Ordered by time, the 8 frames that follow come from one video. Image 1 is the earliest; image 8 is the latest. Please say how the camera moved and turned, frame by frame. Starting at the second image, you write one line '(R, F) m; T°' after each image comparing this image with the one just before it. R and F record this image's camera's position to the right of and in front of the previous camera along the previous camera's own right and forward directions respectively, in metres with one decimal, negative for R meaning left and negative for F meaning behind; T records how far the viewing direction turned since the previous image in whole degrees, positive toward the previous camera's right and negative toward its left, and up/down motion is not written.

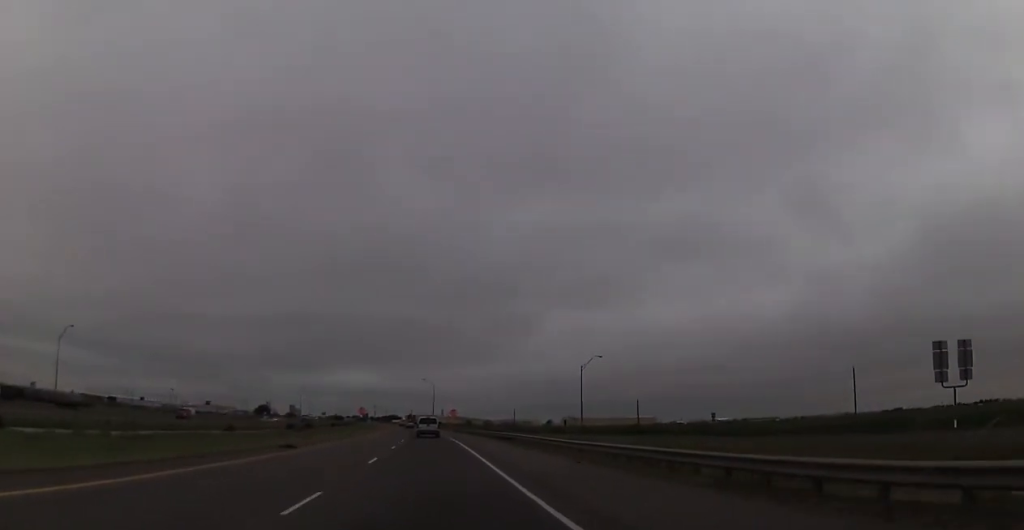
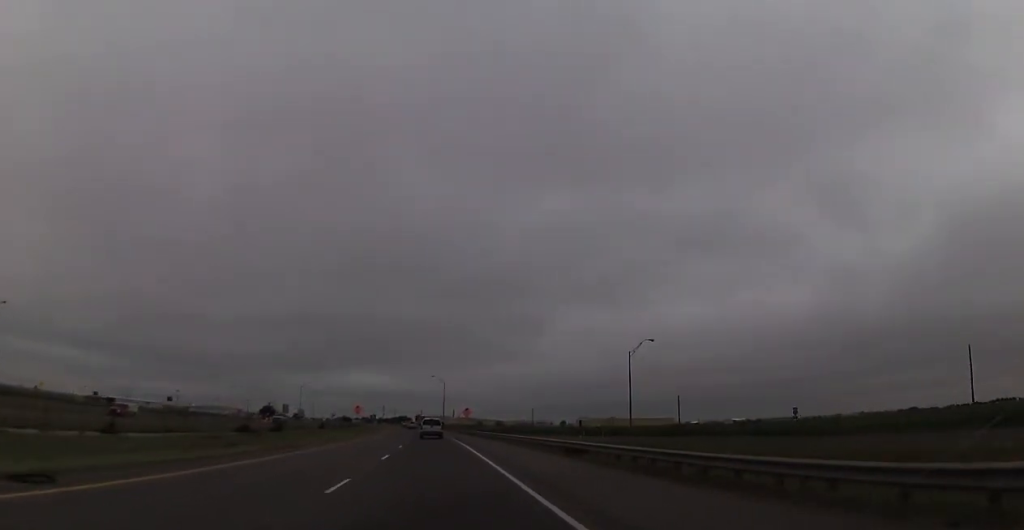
(+0.1, +21.2) m; -1°
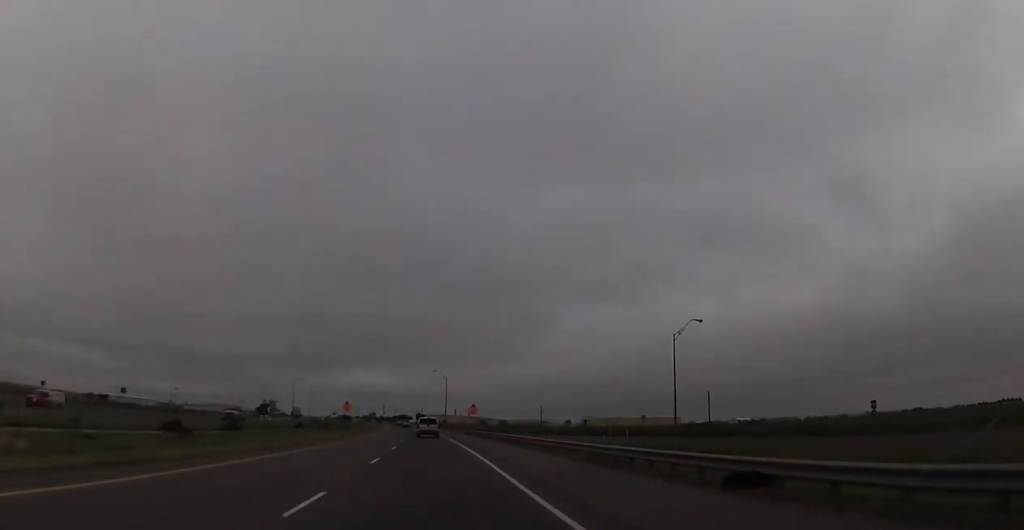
(-0.2, +15.4) m; -1°
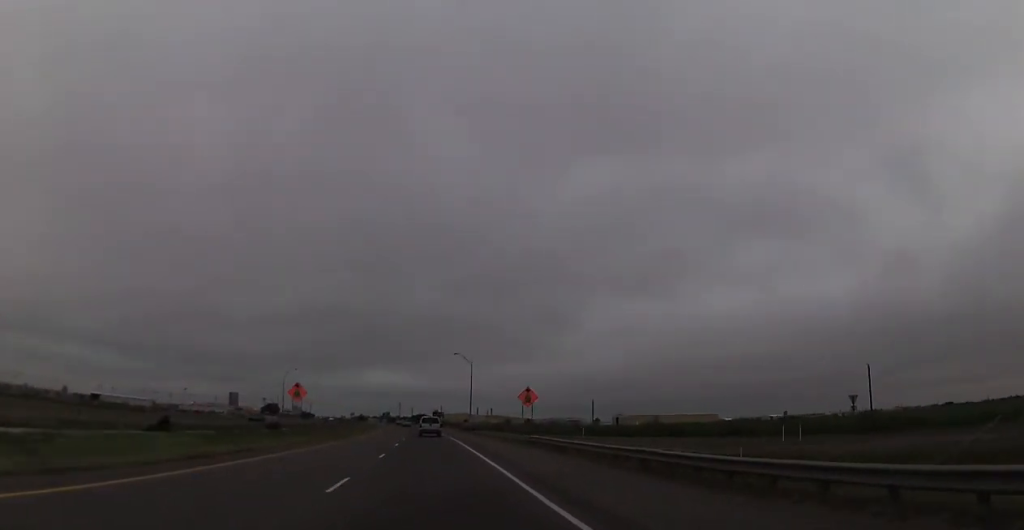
(-0.5, +45.3) m; -2°
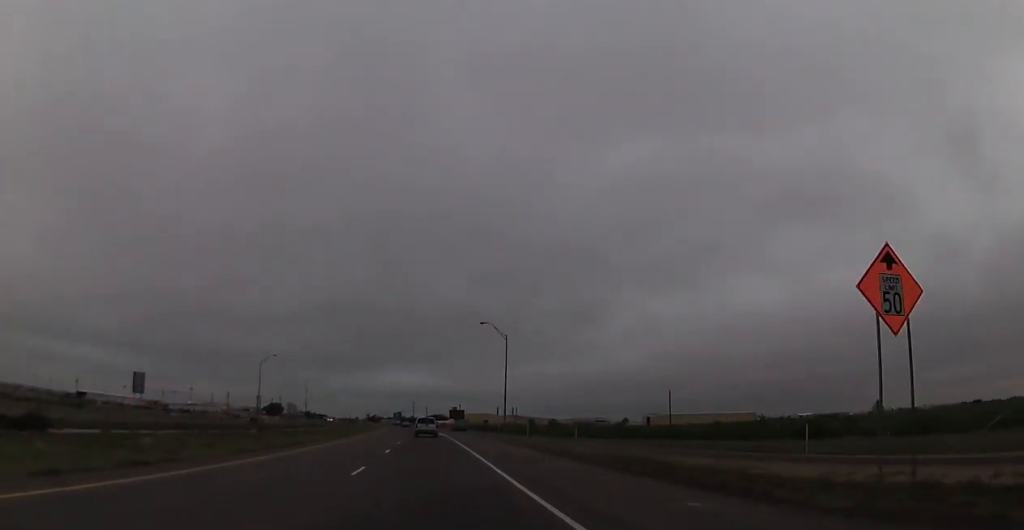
(-0.9, +44.3) m; -1°
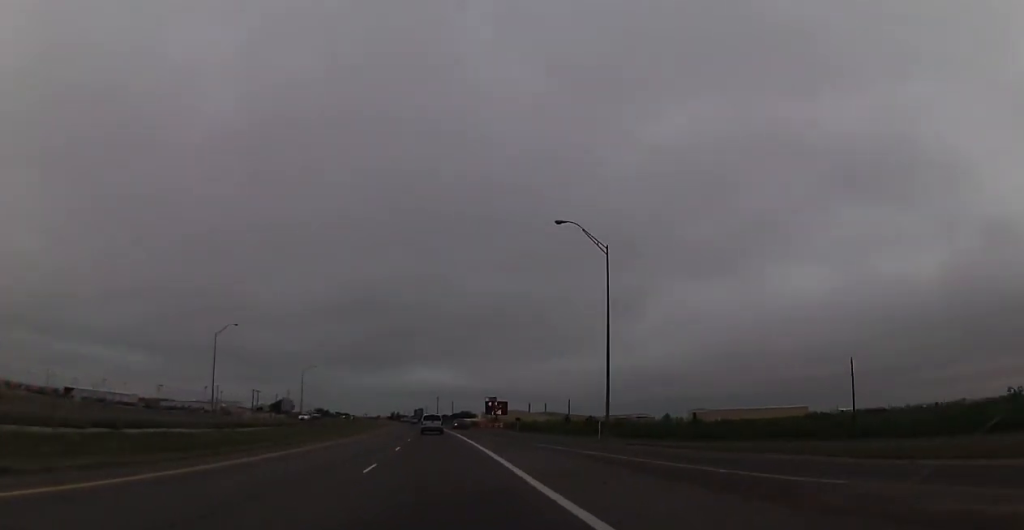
(-0.3, +49.1) m; -2°
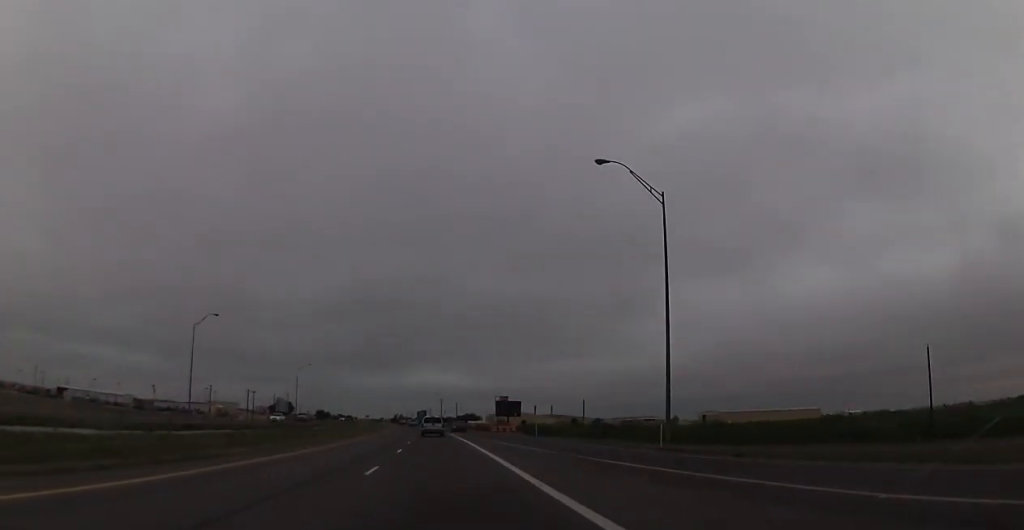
(-0.1, +12.4) m; -1°
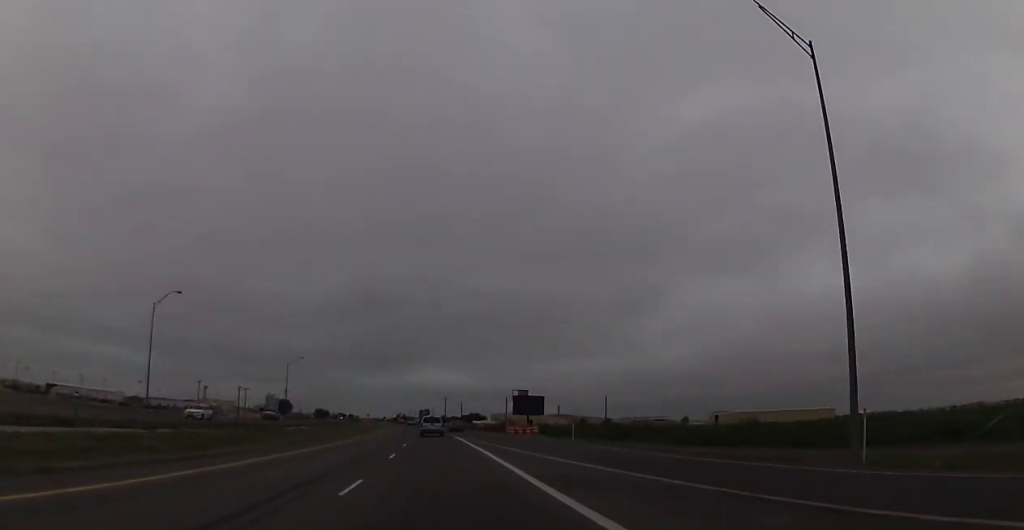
(-0.2, +17.1) m; -1°
